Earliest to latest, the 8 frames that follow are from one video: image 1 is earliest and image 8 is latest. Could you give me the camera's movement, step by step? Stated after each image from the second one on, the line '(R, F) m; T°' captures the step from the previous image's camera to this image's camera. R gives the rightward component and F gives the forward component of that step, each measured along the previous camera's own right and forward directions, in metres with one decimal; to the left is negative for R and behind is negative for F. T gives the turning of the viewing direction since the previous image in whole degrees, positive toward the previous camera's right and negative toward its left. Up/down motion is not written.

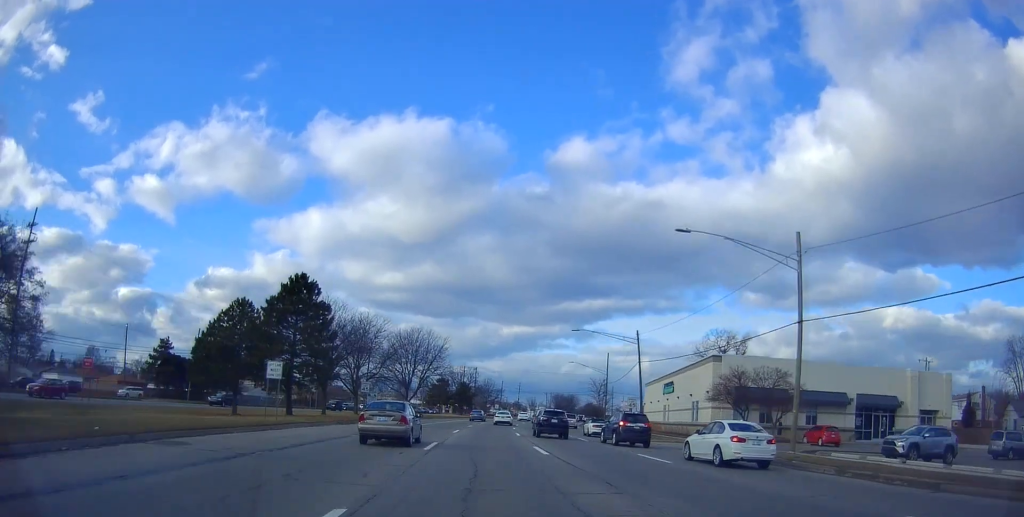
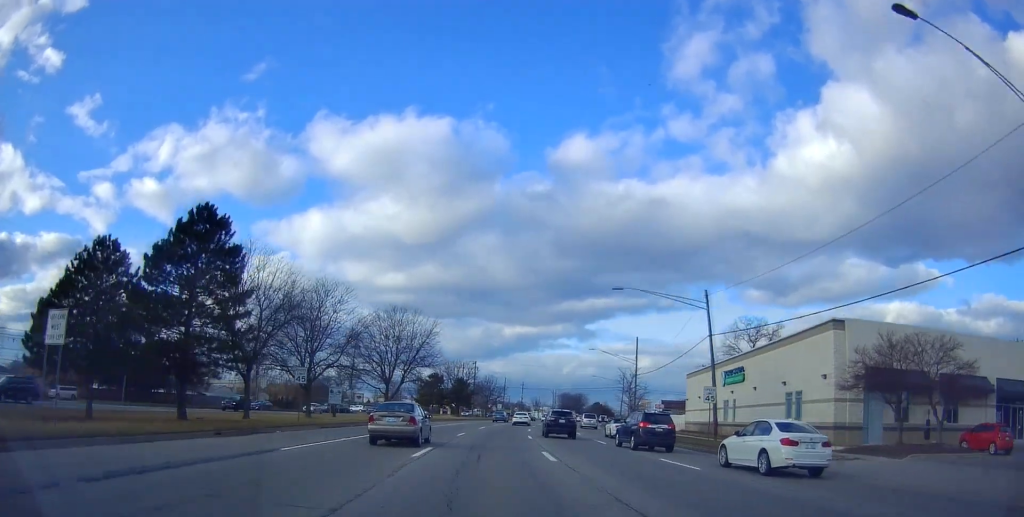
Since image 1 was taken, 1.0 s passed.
(-0.1, +18.0) m; +1°
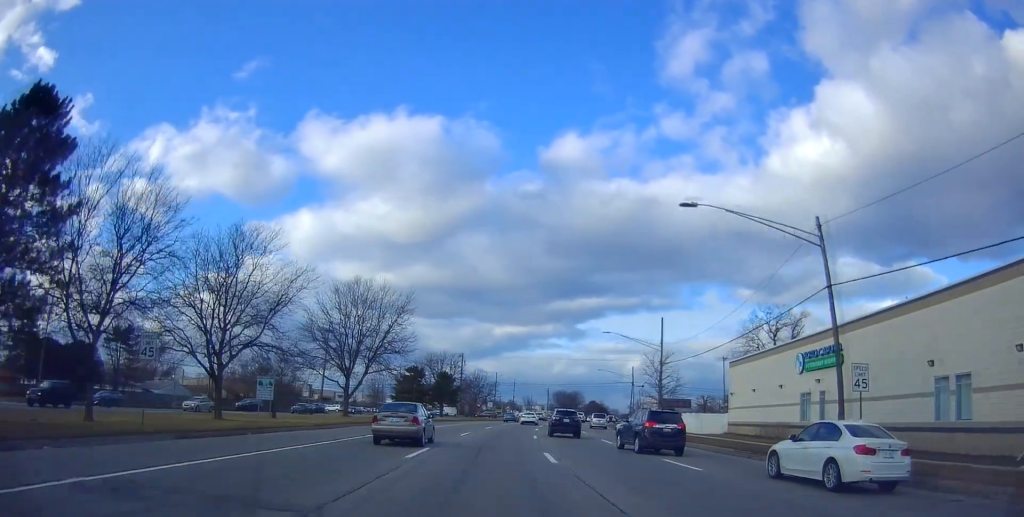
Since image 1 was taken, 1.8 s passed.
(0.0, +15.6) m; +2°
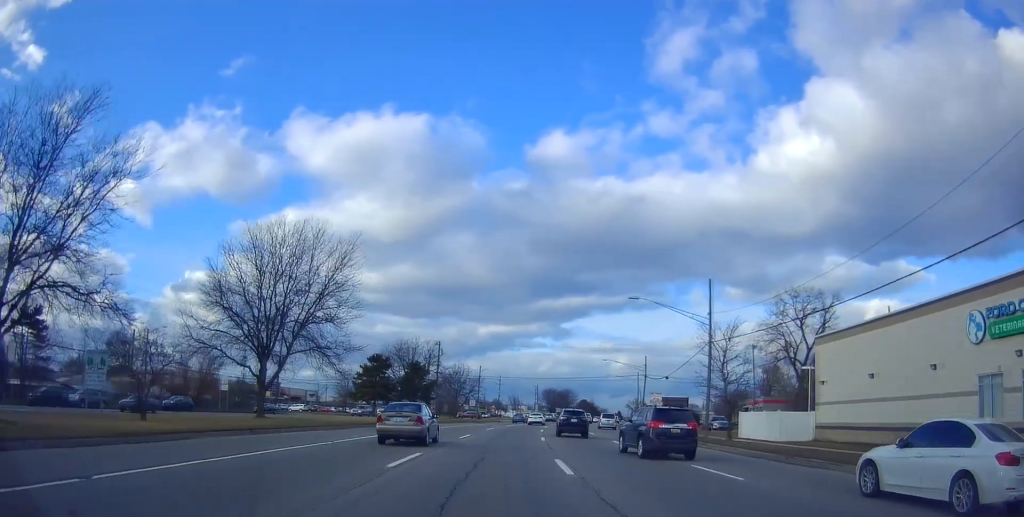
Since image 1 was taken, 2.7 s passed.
(+0.7, +18.1) m; +1°
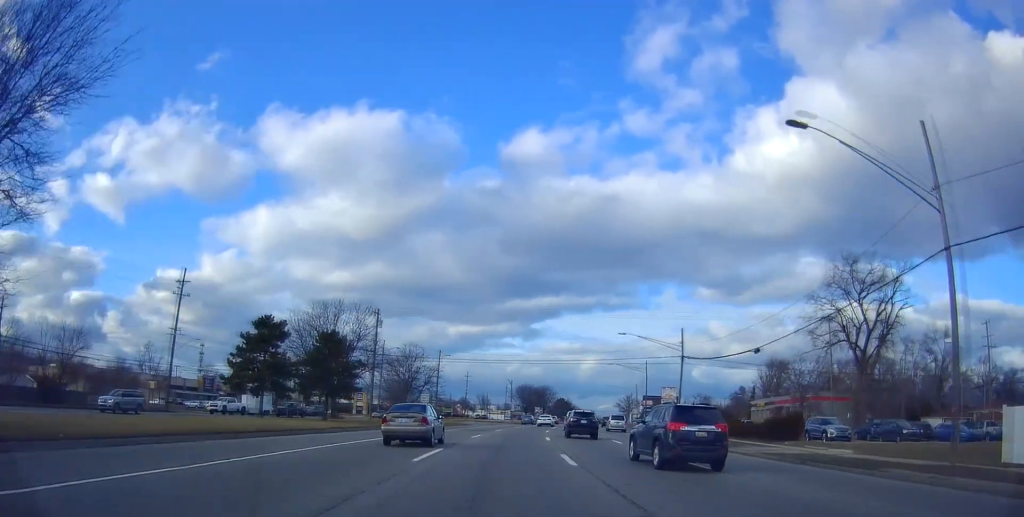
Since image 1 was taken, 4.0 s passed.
(-0.3, +28.8) m; 0°
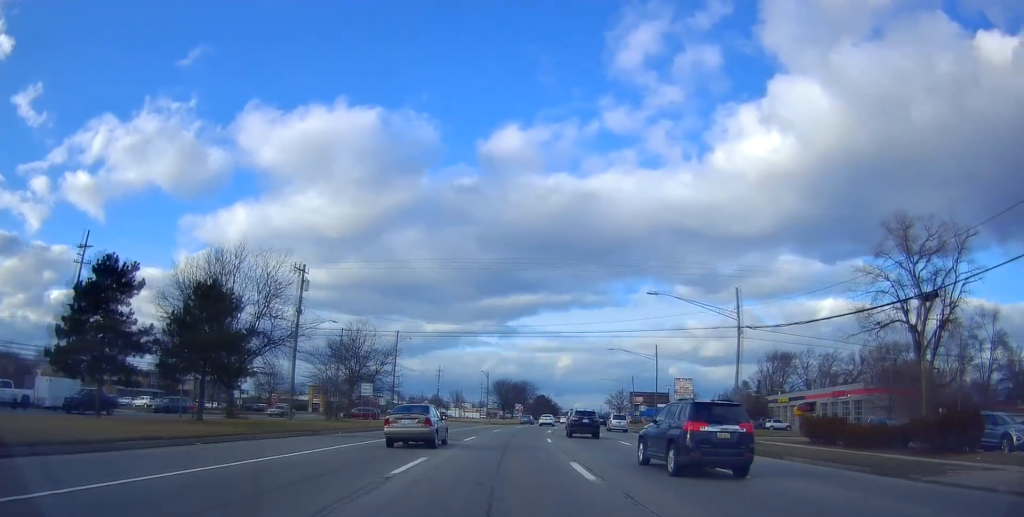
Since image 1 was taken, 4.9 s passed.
(0.0, +19.0) m; +2°
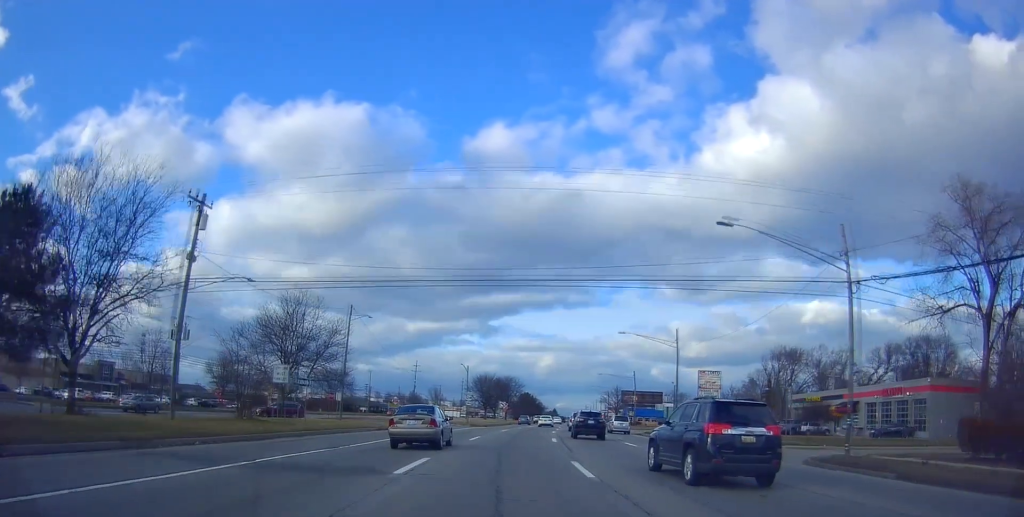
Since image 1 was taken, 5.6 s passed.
(+0.6, +15.6) m; +2°
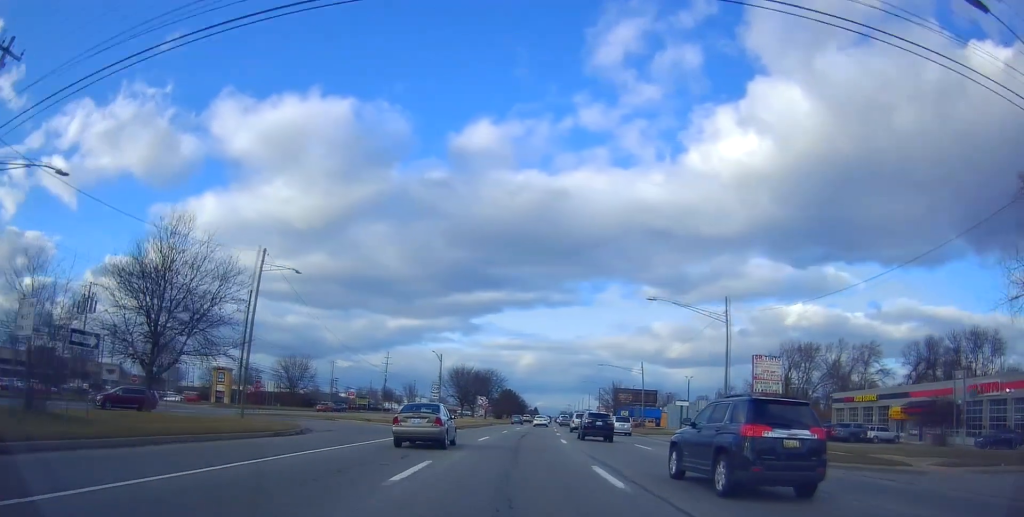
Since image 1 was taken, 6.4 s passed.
(+0.2, +18.2) m; +2°
